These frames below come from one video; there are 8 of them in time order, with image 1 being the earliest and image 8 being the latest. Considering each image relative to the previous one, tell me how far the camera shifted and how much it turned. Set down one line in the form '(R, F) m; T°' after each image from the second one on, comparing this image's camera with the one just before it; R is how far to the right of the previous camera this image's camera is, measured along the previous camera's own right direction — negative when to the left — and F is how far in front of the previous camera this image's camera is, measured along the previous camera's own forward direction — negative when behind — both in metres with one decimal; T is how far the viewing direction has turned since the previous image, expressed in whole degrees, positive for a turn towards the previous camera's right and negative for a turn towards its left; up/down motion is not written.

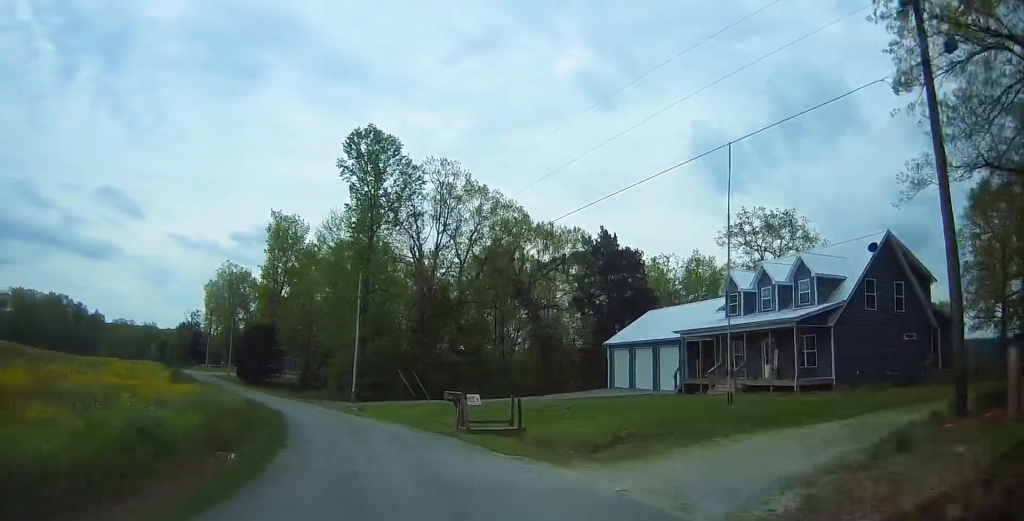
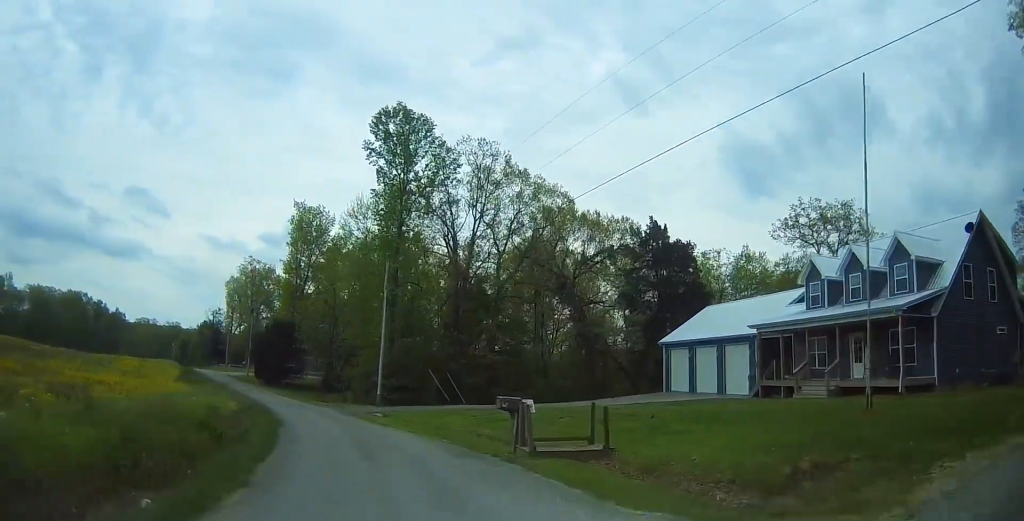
(+0.3, +5.8) m; -1°
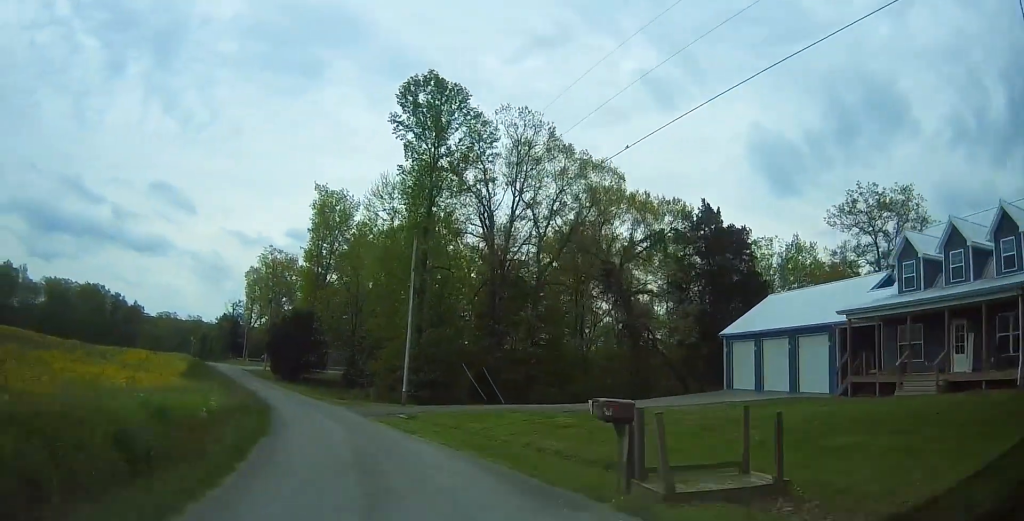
(-0.3, +5.6) m; -5°
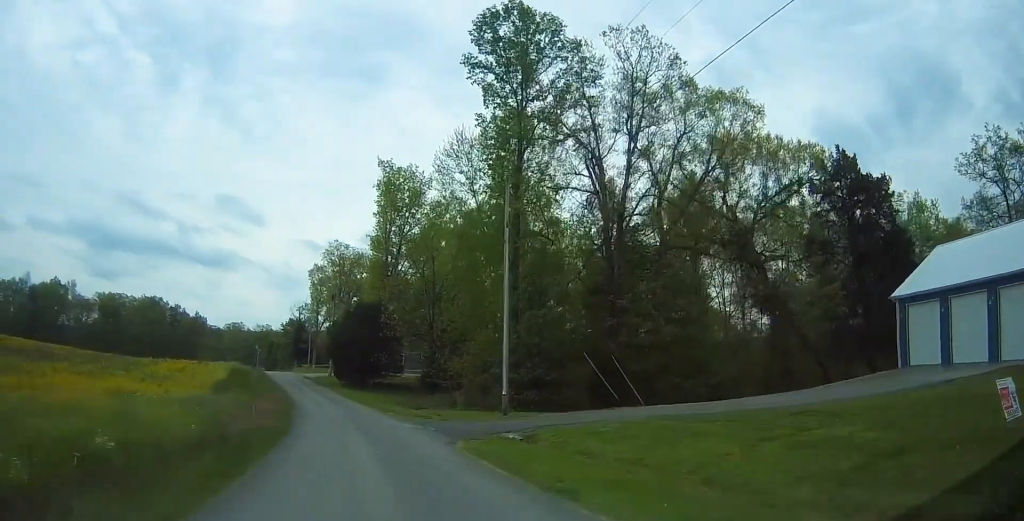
(-1.0, +11.2) m; -10°
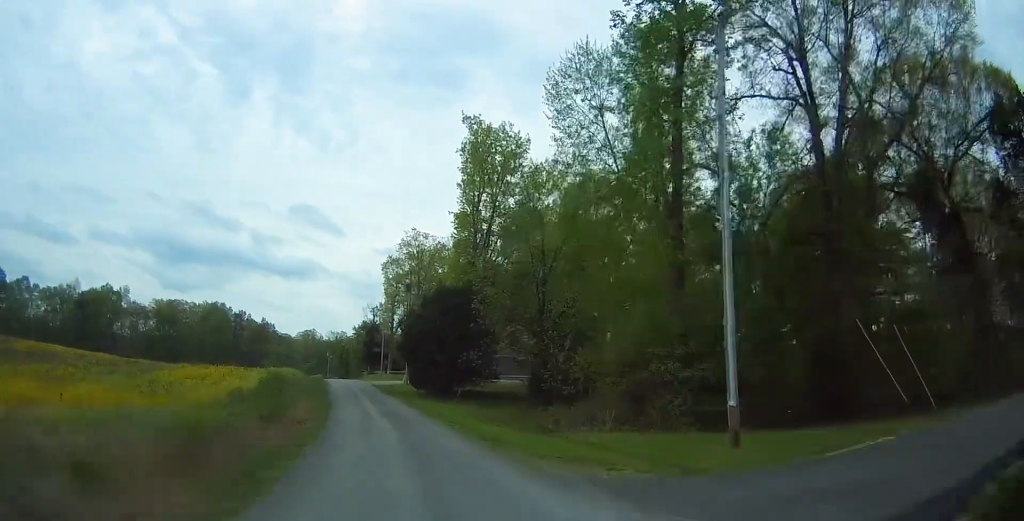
(-0.9, +14.1) m; -4°
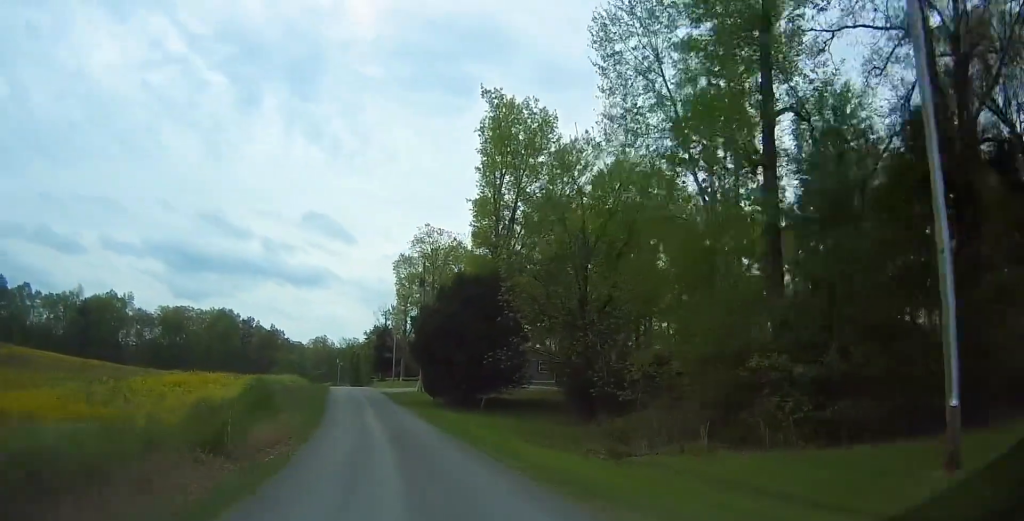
(+0.1, +6.6) m; 0°
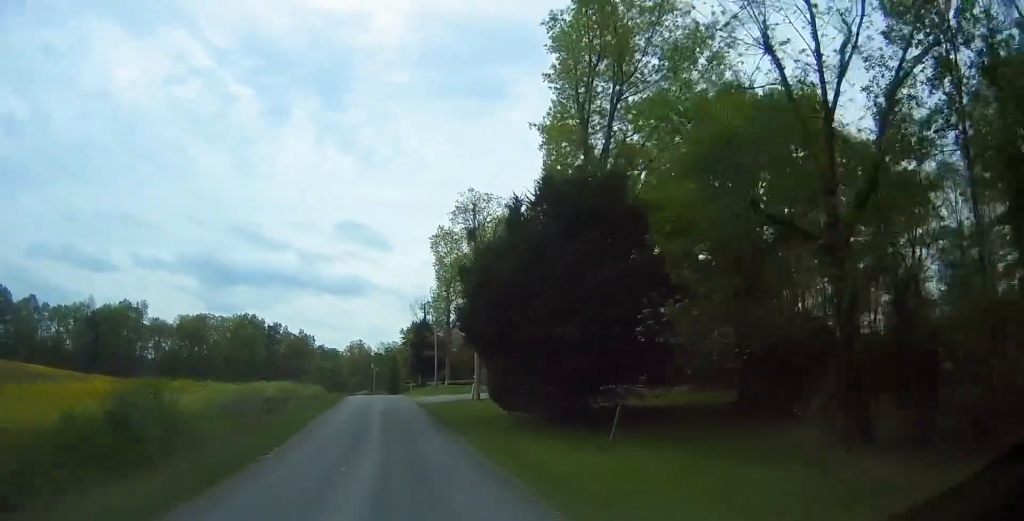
(-0.7, +18.0) m; -5°
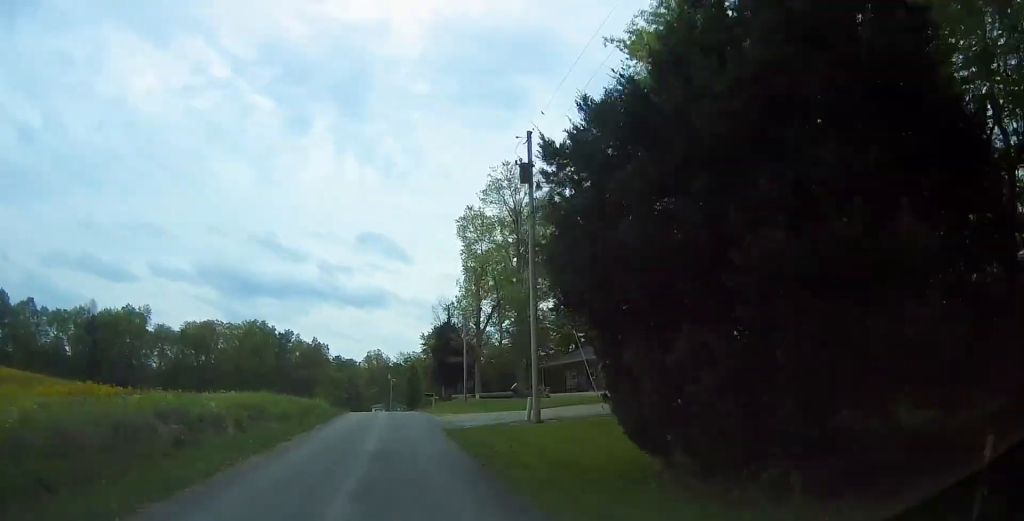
(-0.5, +12.6) m; -4°
